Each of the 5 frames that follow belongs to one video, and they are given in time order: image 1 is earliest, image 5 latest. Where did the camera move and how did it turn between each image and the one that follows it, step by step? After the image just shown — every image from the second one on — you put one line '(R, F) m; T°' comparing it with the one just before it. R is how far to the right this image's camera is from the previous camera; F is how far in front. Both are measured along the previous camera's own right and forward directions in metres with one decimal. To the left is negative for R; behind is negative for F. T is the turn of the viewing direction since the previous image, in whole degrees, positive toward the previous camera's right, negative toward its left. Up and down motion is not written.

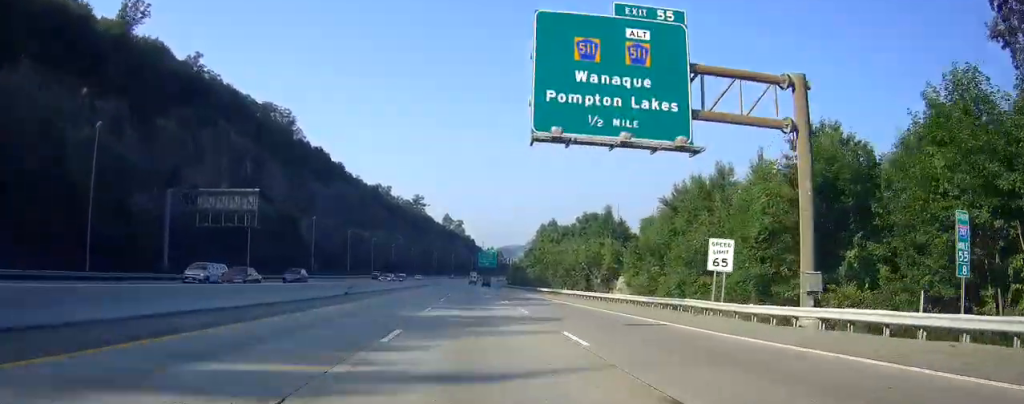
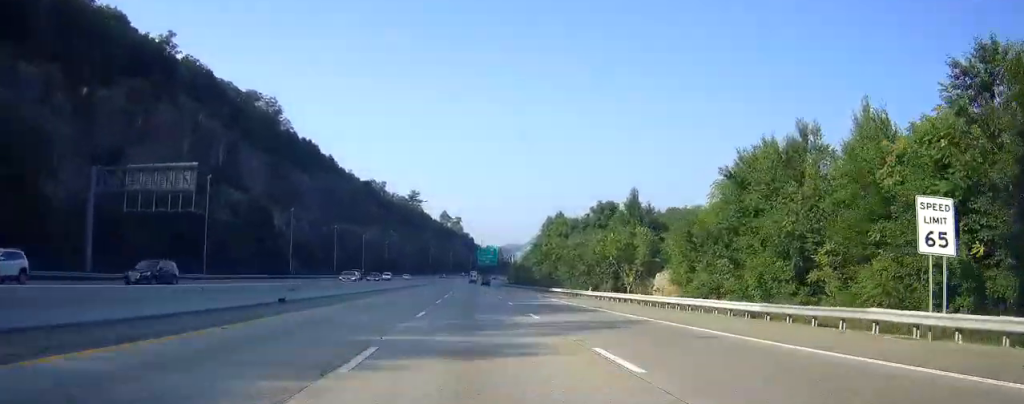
(0.0, +16.7) m; 0°
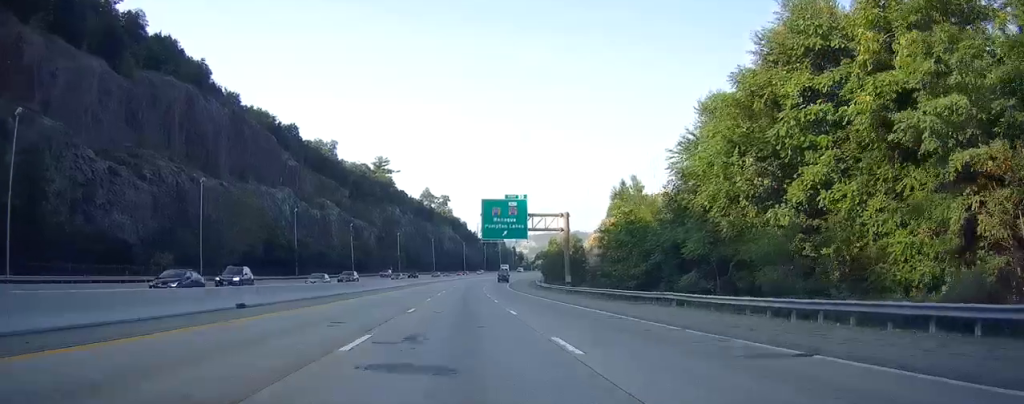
(+0.9, +123.1) m; 0°
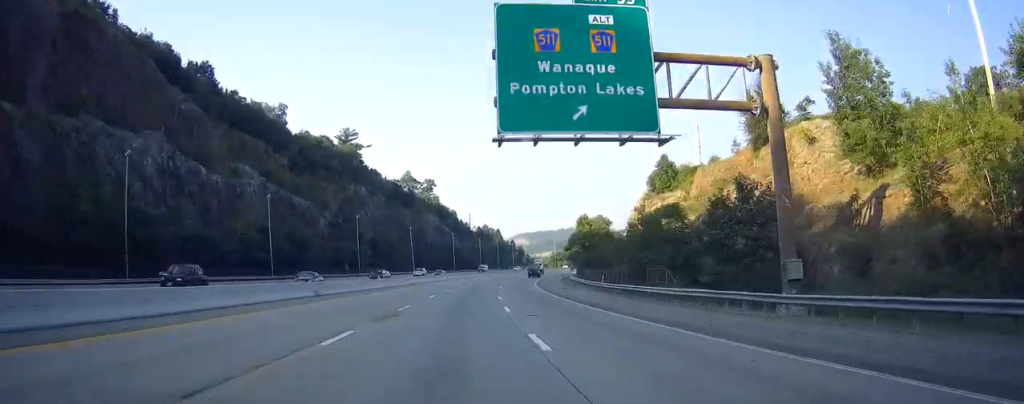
(+0.2, +63.0) m; +1°
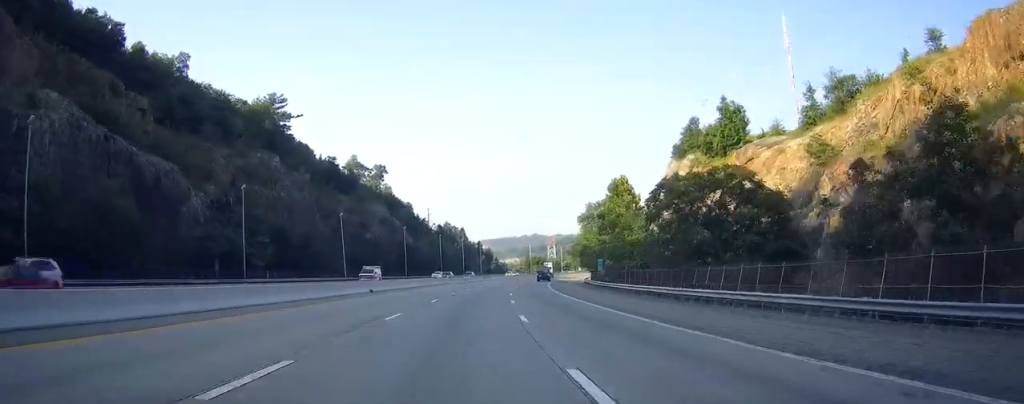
(+0.5, +56.0) m; +2°
